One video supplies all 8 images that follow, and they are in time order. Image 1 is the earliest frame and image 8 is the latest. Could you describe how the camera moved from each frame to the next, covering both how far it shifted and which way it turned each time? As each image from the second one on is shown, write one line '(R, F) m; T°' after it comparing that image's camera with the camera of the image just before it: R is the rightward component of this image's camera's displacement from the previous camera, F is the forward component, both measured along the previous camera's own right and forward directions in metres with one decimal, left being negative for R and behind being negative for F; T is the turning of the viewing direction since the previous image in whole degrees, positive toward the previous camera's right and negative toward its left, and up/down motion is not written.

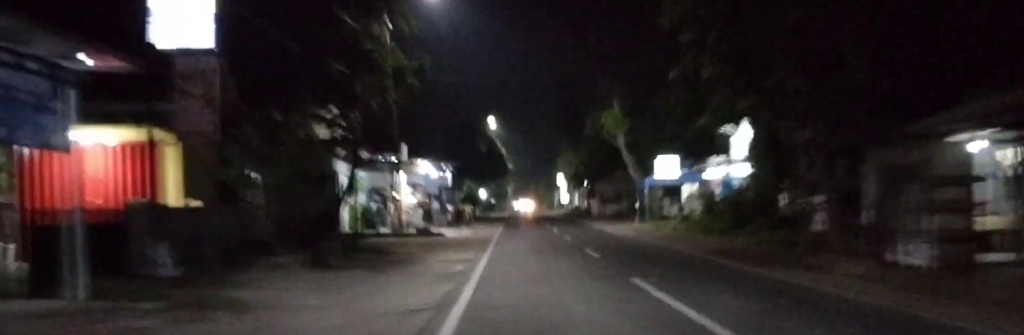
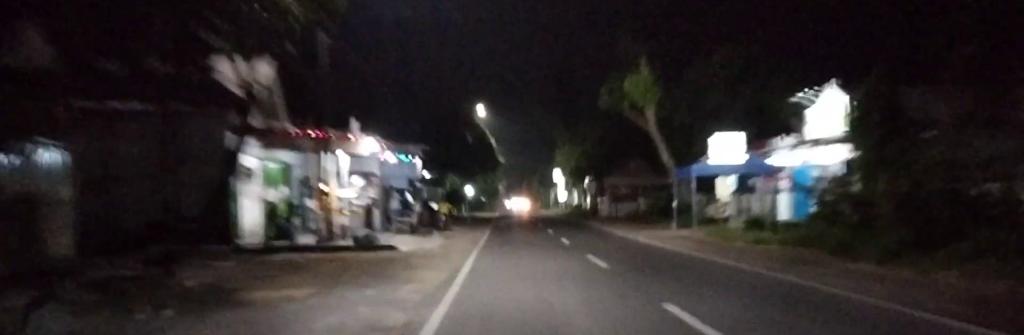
(0.0, +11.0) m; -2°
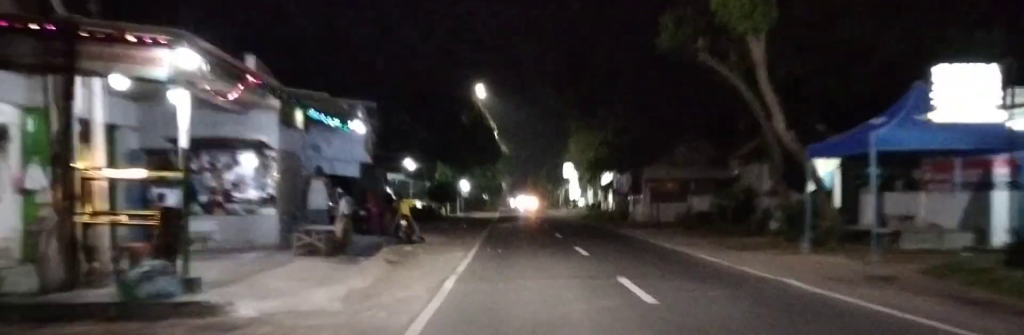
(-0.5, +11.9) m; -3°
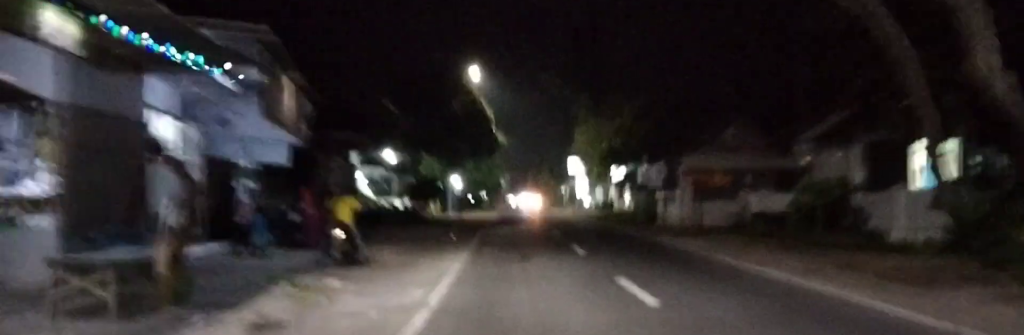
(0.0, +7.9) m; +1°
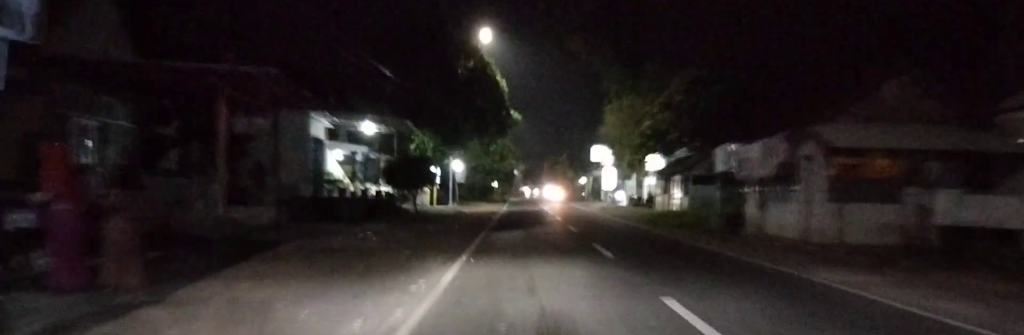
(+0.1, +10.1) m; 0°
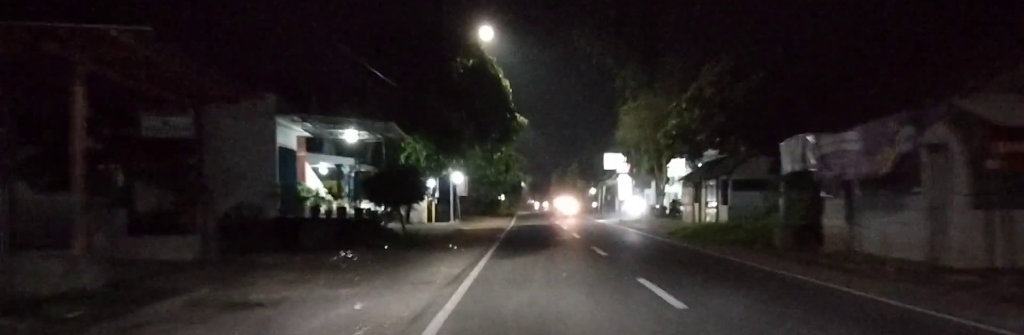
(0.0, +5.1) m; 0°
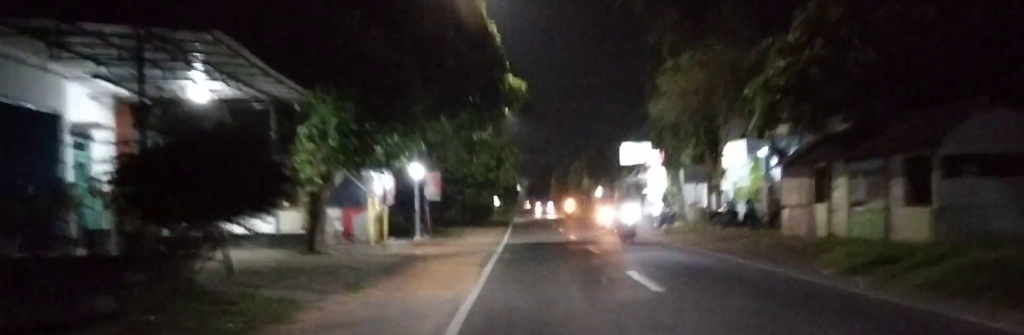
(-0.2, +13.4) m; +1°
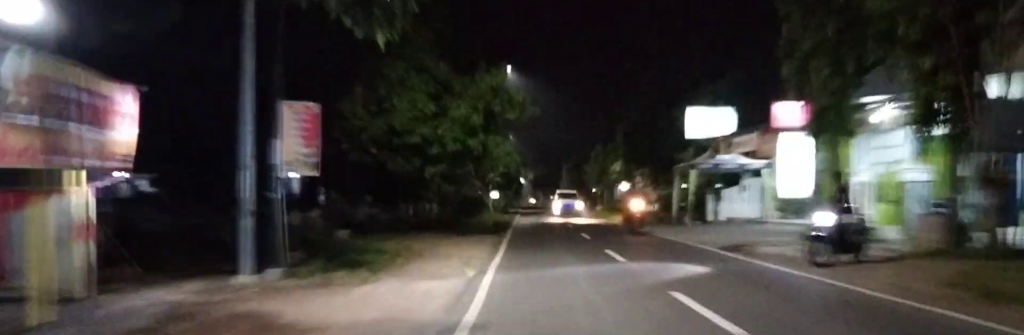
(+0.4, +17.9) m; +1°
